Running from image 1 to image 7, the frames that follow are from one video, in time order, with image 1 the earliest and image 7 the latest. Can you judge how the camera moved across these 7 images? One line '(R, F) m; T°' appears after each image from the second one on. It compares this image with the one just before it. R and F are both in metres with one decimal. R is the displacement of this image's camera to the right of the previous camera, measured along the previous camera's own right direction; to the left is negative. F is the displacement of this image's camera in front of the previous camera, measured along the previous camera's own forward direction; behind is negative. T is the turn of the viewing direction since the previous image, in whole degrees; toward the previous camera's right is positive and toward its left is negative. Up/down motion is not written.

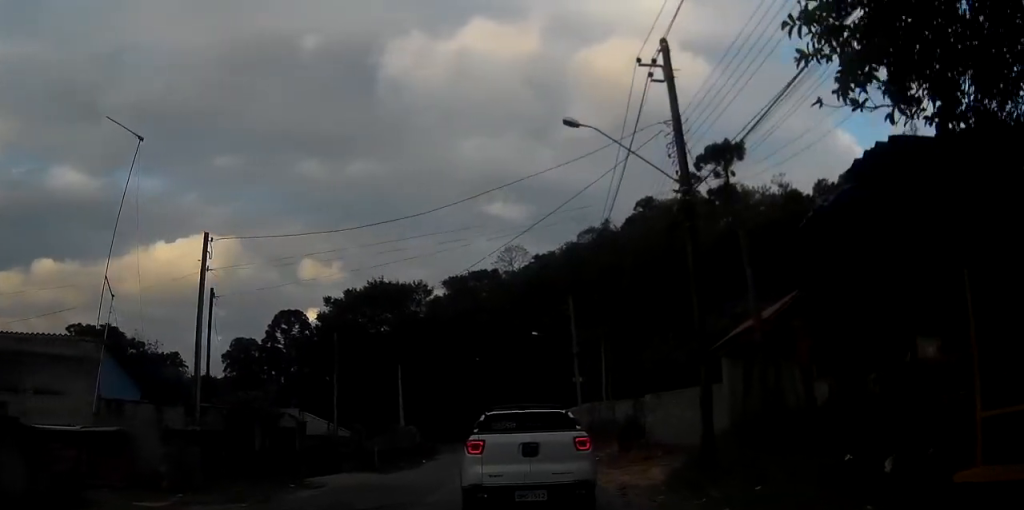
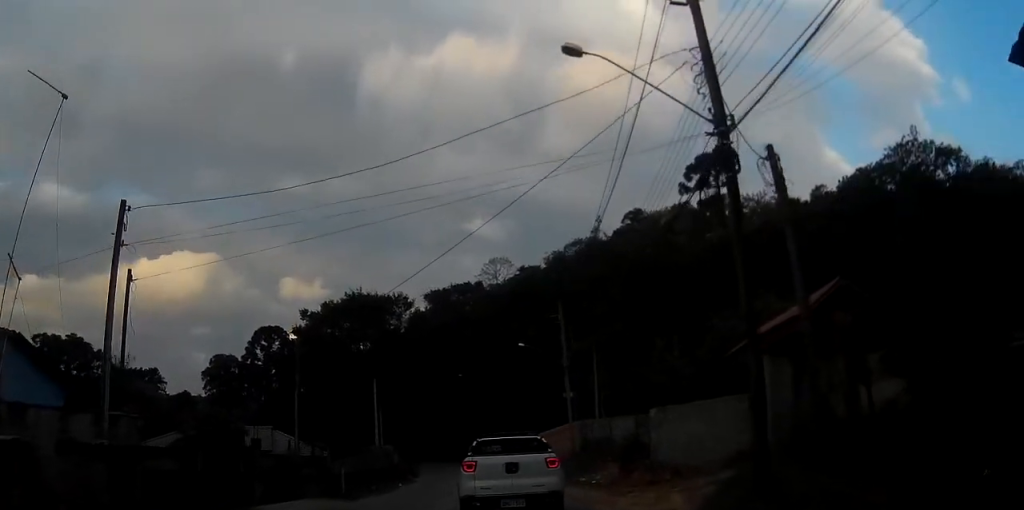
(-0.2, +3.8) m; -3°
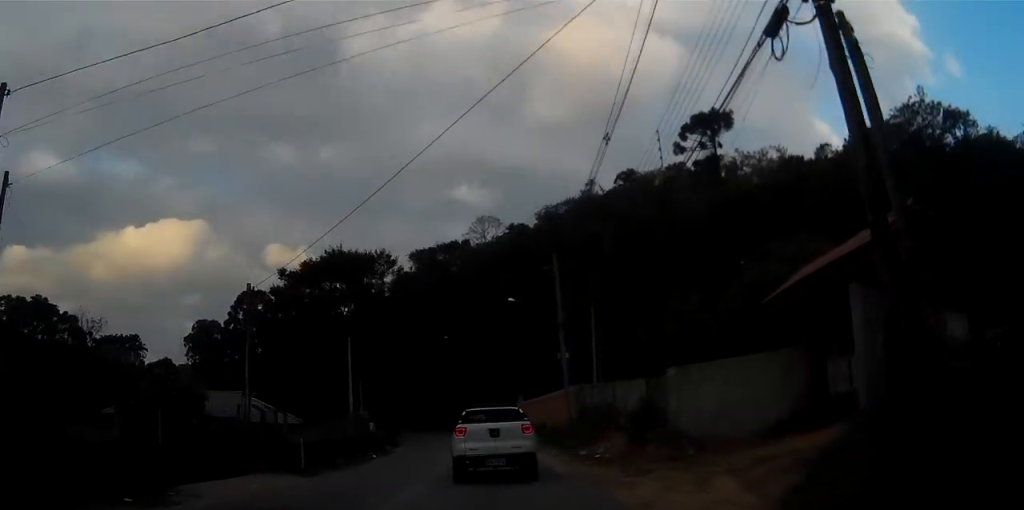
(-0.1, +3.7) m; -3°
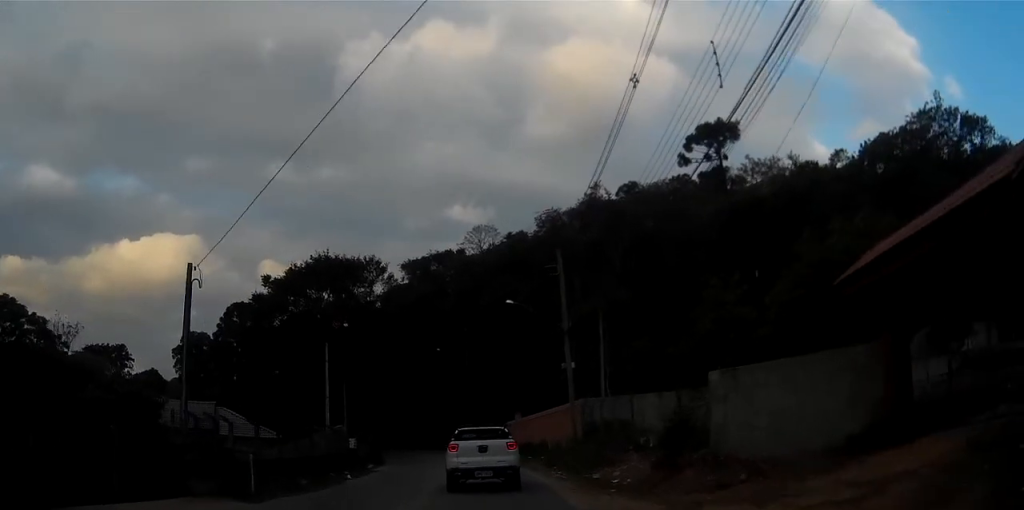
(-0.1, +3.9) m; +1°
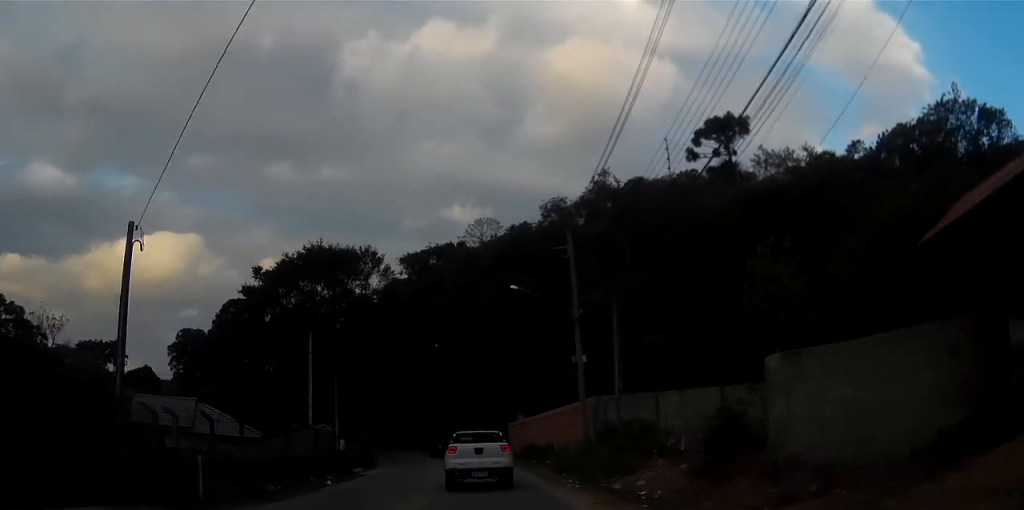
(+0.1, +3.1) m; +2°
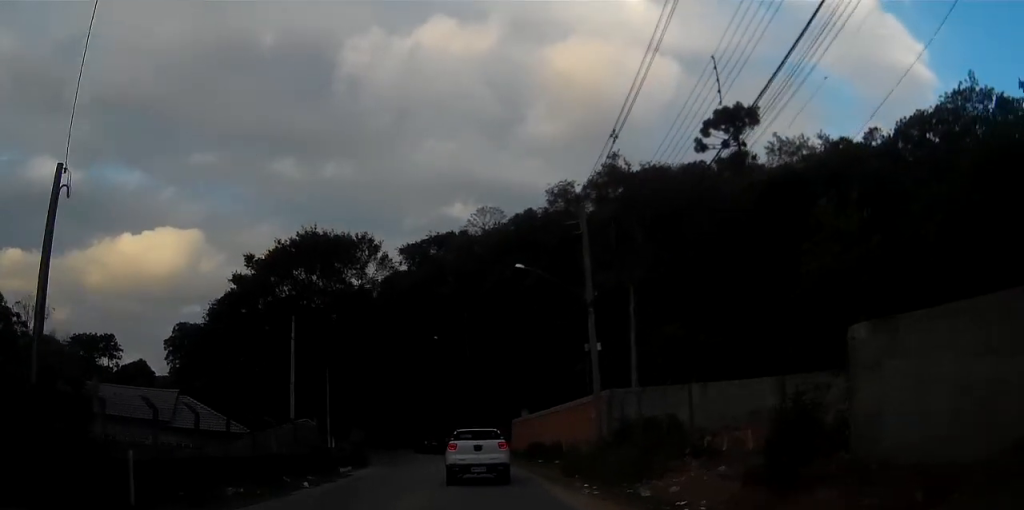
(0.0, +3.1) m; 0°
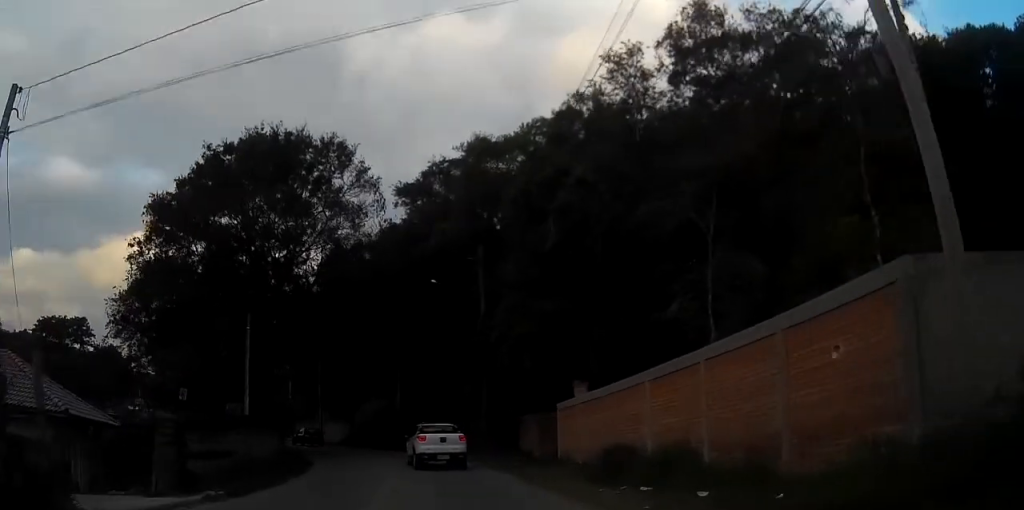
(-0.1, +18.7) m; -2°
